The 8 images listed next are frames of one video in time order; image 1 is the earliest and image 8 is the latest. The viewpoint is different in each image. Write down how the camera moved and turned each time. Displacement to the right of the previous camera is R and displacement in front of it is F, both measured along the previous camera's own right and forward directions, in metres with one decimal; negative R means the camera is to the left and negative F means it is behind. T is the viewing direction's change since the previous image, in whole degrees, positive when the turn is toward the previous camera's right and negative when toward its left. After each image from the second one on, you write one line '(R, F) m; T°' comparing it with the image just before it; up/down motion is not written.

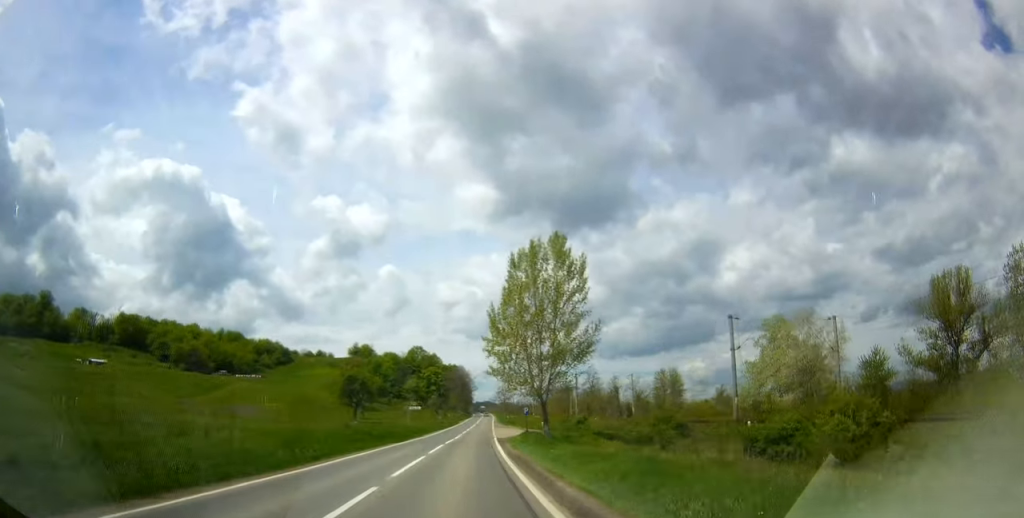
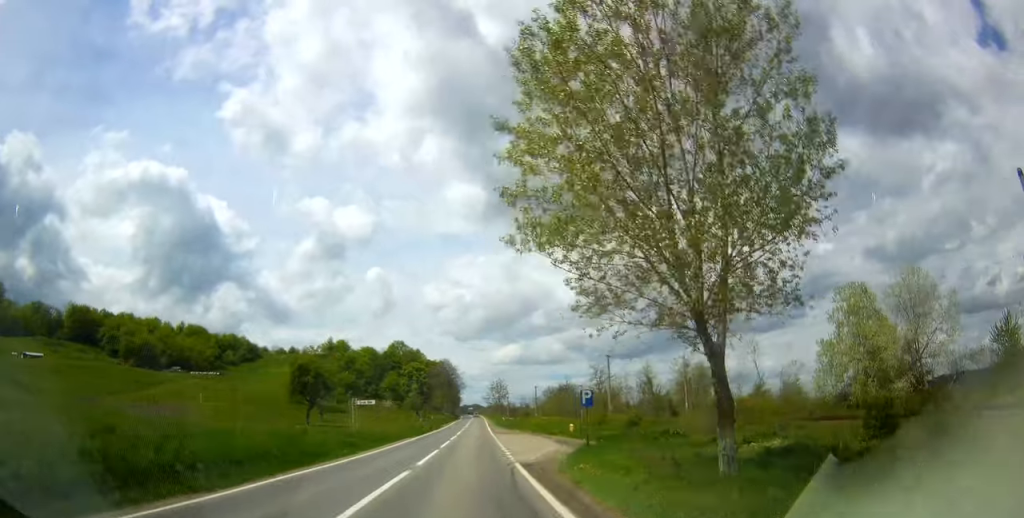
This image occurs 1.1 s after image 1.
(+0.5, +30.5) m; +1°
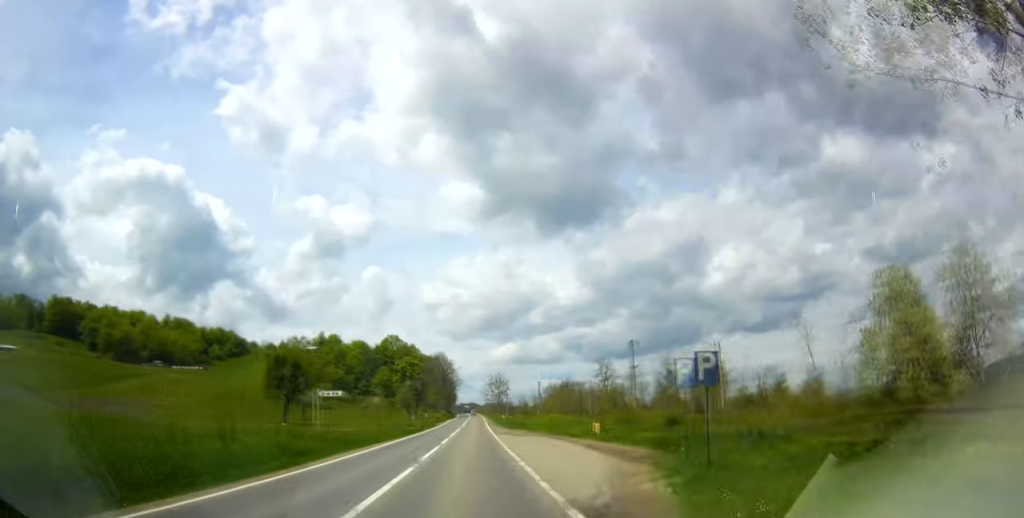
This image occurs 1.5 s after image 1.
(0.0, +11.3) m; 0°
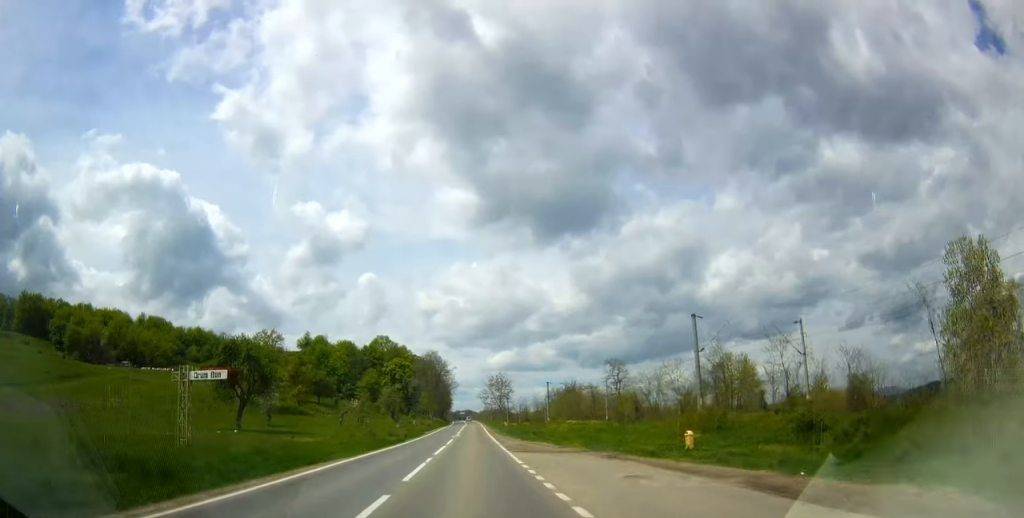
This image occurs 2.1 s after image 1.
(+0.1, +18.2) m; +1°
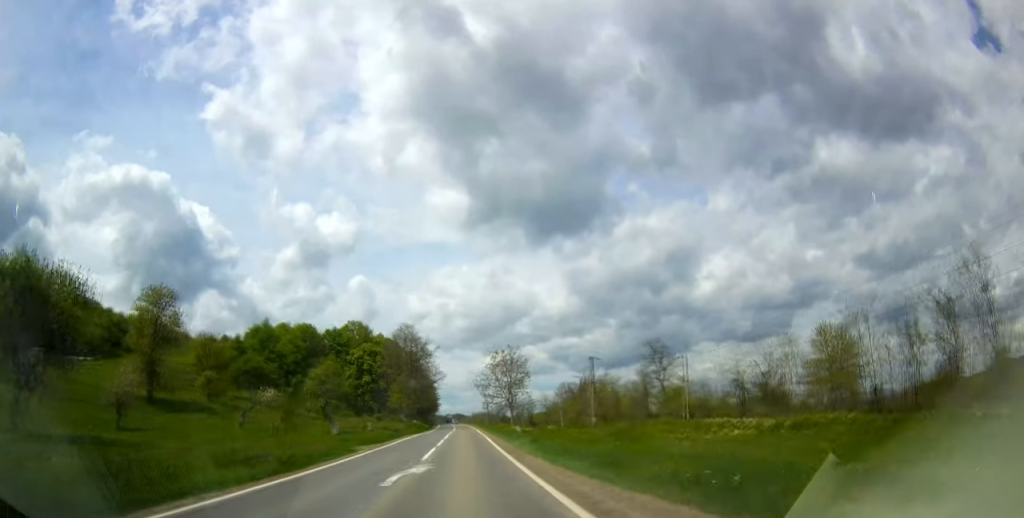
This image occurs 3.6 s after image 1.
(+1.0, +41.0) m; +3°
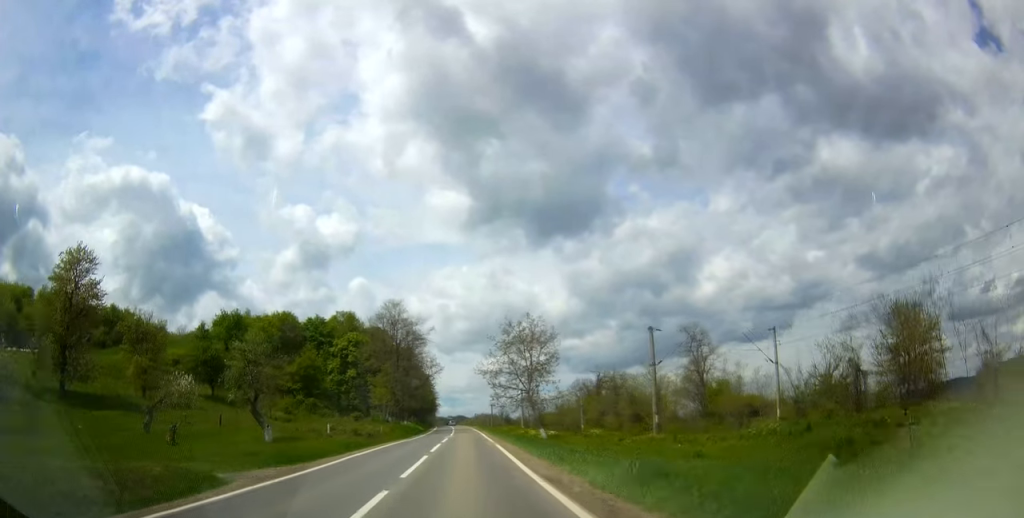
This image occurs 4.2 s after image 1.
(+0.2, +19.4) m; 0°
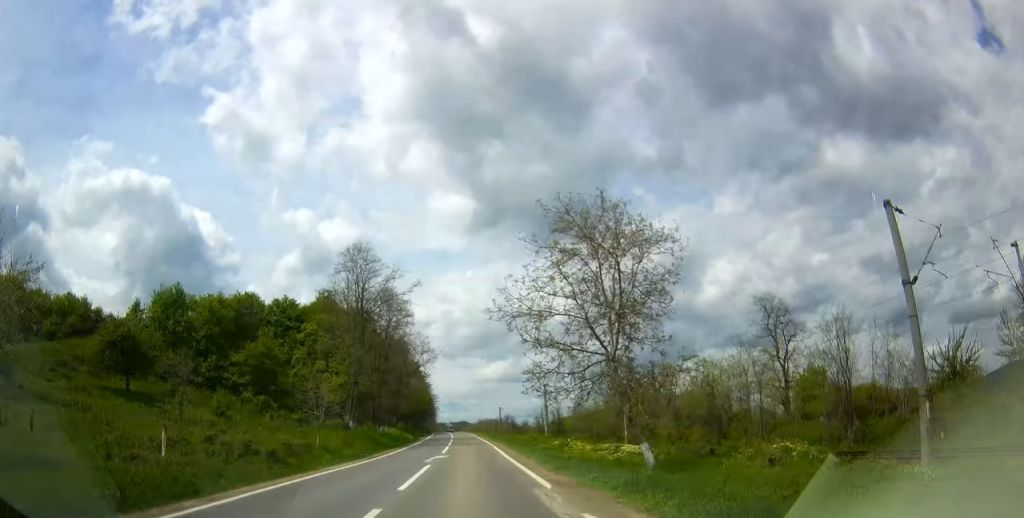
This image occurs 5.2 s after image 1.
(-0.2, +26.2) m; -1°
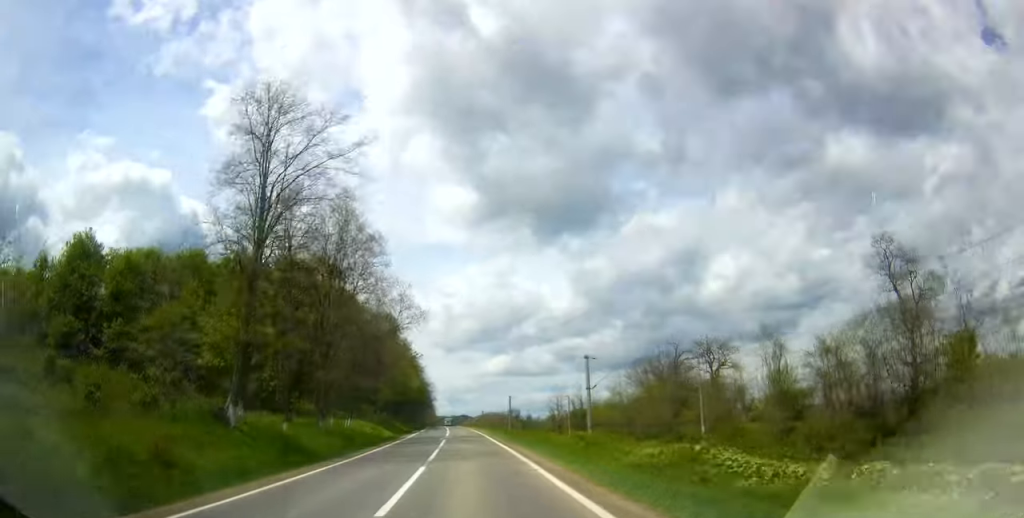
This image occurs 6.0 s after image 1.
(-0.2, +25.2) m; 0°
